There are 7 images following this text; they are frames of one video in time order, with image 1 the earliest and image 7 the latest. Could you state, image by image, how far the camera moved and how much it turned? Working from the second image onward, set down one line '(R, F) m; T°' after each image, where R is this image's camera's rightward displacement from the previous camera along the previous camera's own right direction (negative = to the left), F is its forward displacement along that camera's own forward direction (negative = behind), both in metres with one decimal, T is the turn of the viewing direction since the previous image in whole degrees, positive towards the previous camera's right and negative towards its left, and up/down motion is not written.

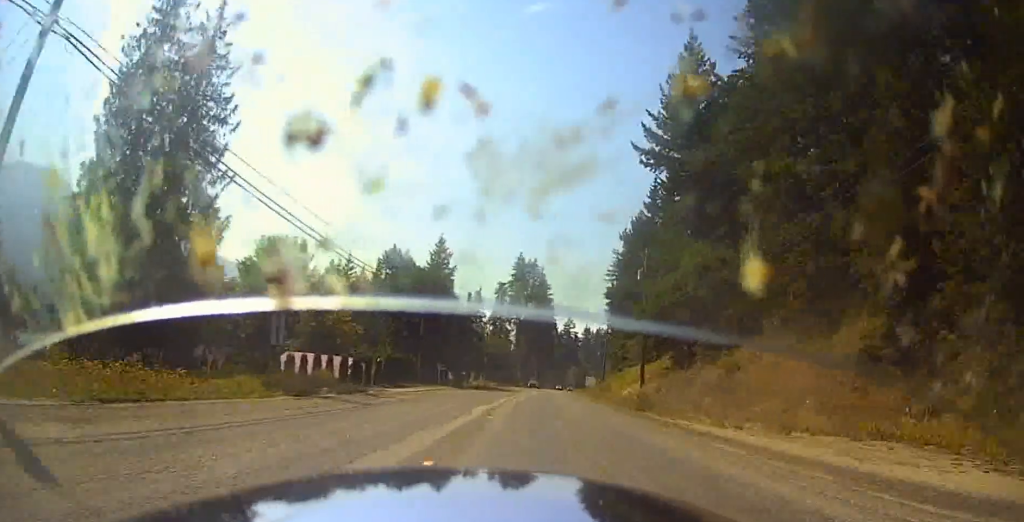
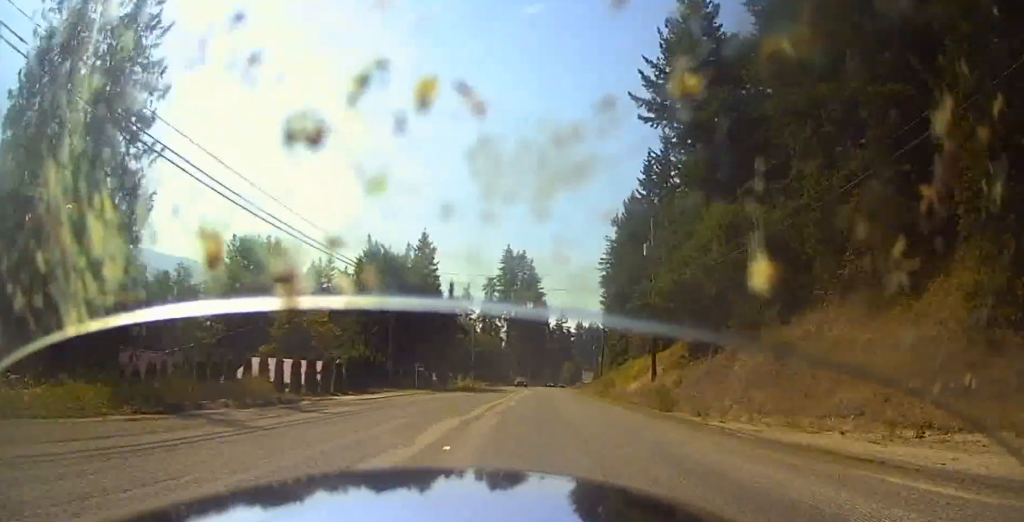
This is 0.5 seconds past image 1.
(+0.1, +7.2) m; +1°
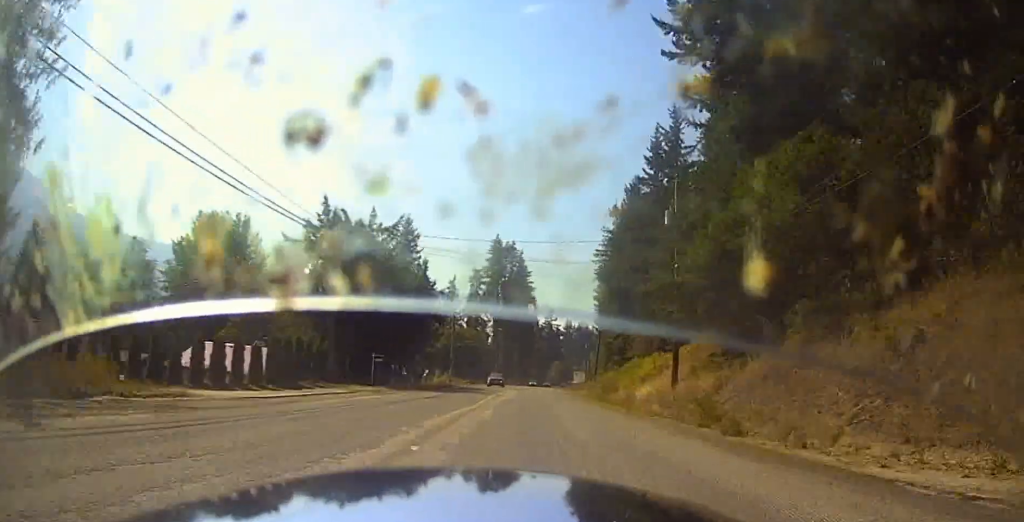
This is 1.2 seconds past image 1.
(+0.1, +9.4) m; 0°
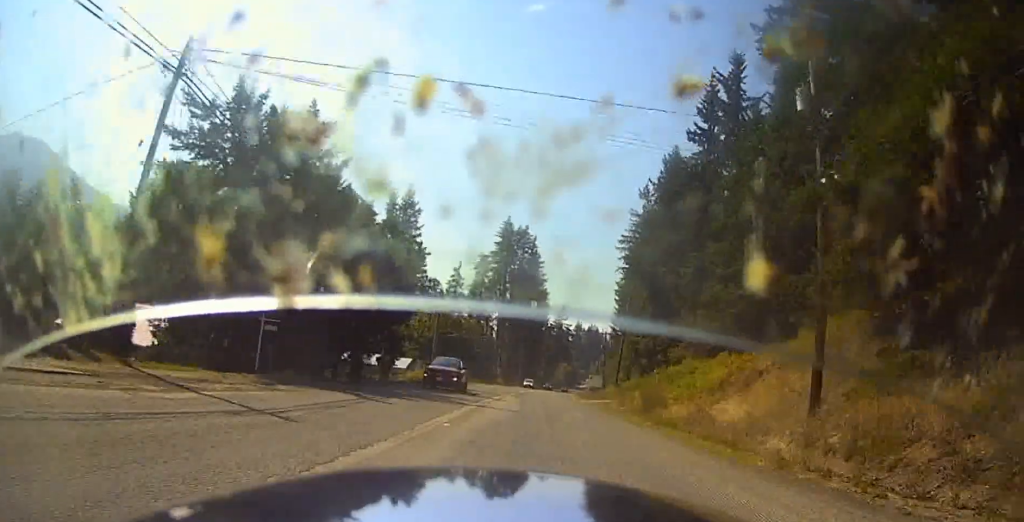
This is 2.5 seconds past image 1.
(-0.2, +16.4) m; 0°
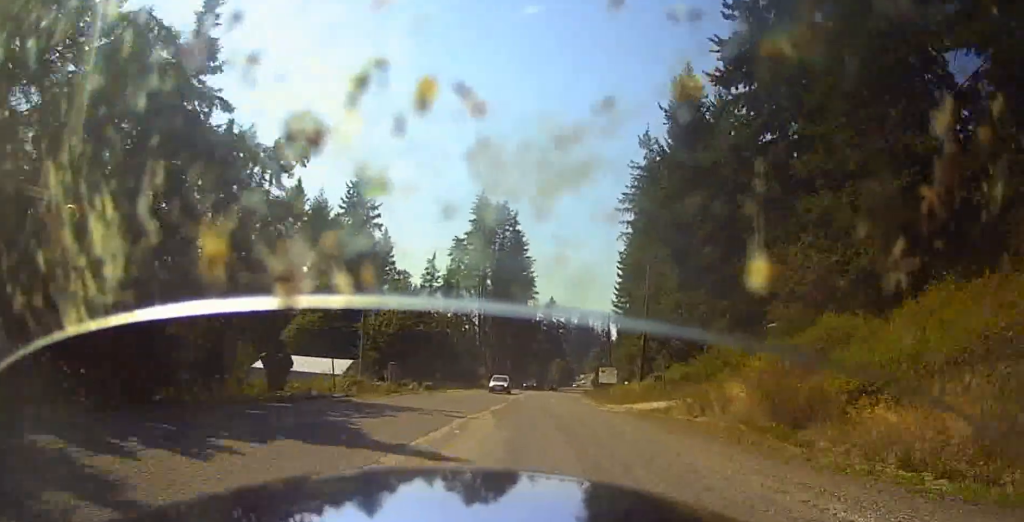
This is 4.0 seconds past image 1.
(0.0, +19.8) m; +3°
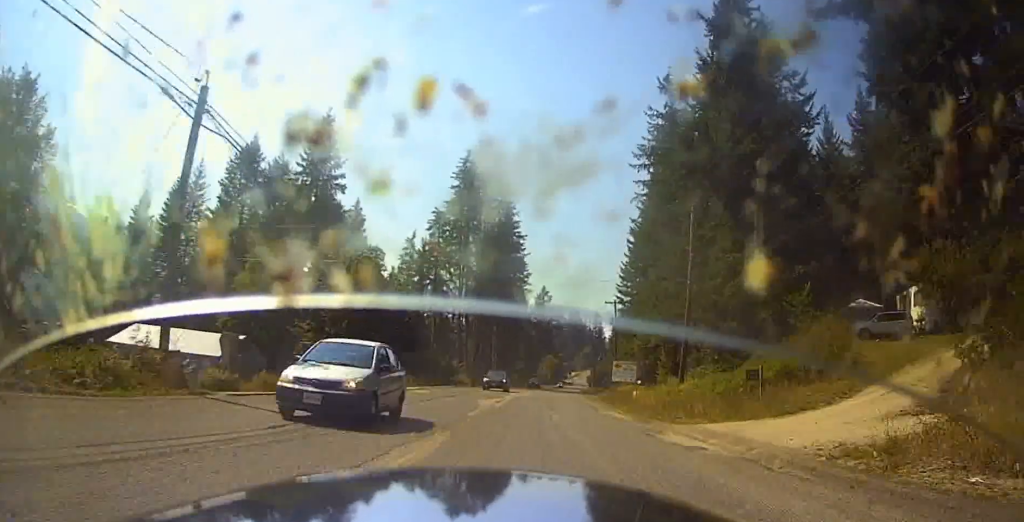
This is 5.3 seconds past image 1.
(+1.3, +17.3) m; +2°
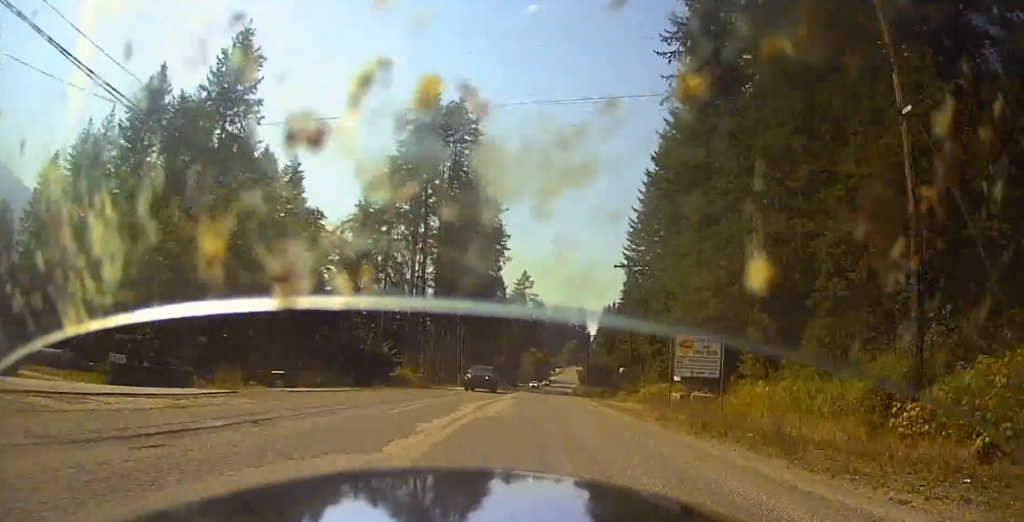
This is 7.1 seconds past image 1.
(-1.1, +24.3) m; -1°
